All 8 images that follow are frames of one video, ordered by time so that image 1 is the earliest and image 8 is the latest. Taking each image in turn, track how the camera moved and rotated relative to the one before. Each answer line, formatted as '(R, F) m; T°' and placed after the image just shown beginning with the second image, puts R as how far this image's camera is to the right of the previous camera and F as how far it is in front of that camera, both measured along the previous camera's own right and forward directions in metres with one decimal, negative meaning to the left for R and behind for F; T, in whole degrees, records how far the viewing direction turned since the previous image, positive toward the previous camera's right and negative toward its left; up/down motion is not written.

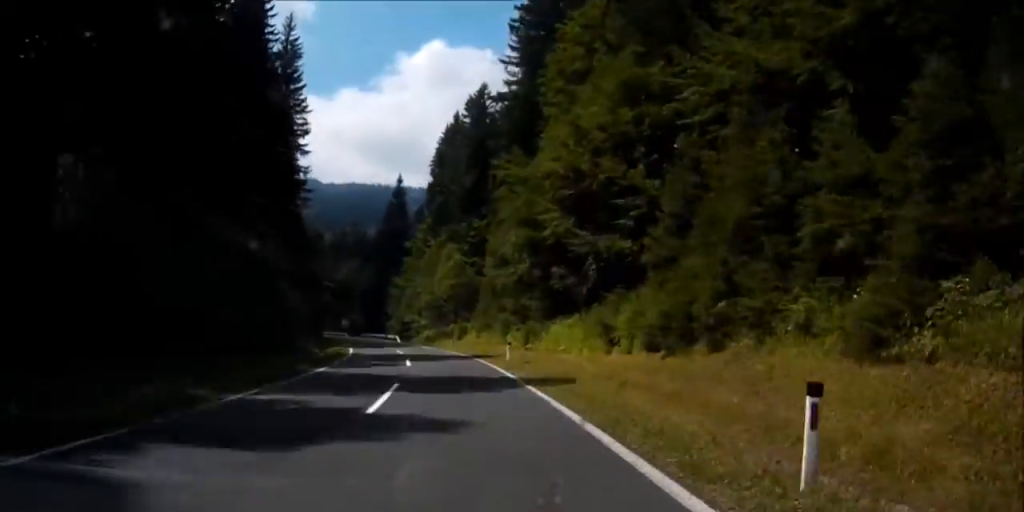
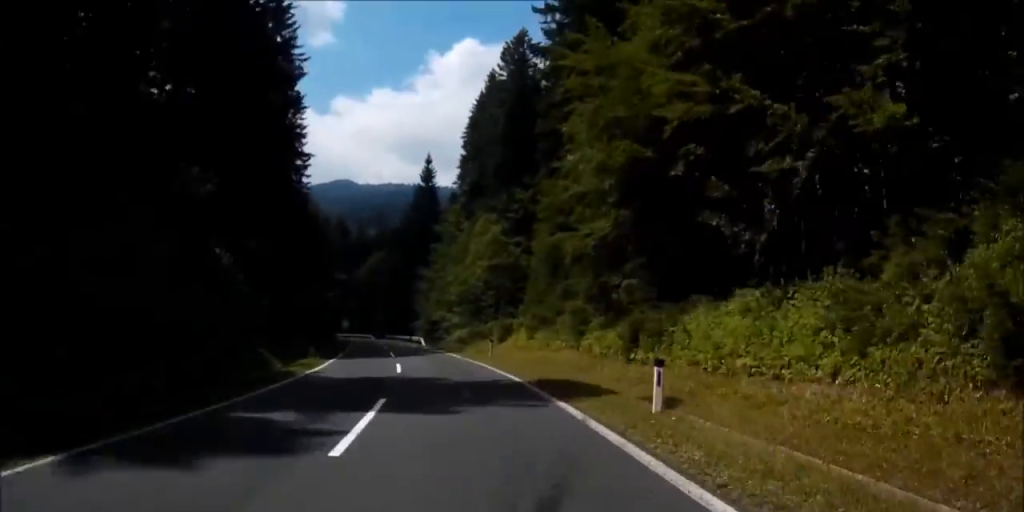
(+3.5, +17.6) m; +1°
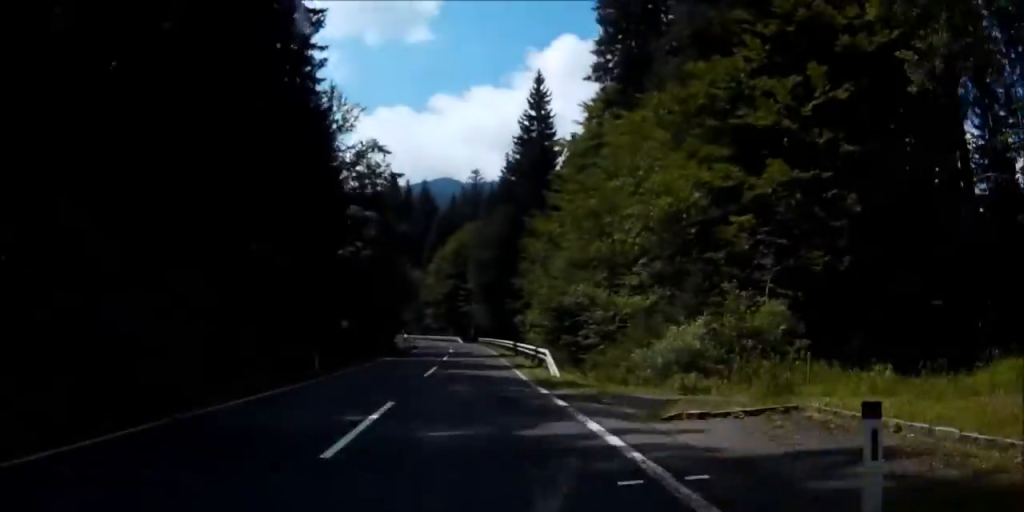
(-5.2, +42.7) m; -10°
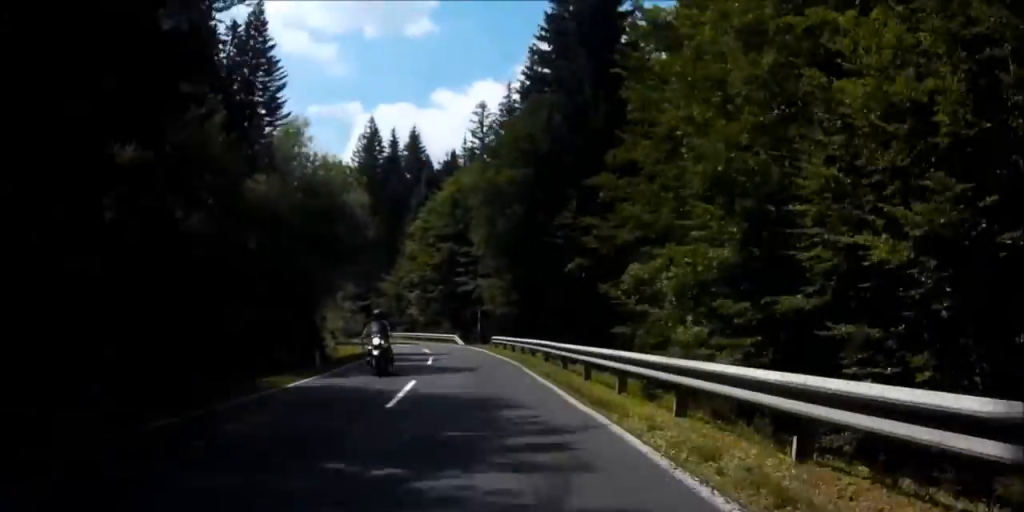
(-0.6, +38.8) m; -3°
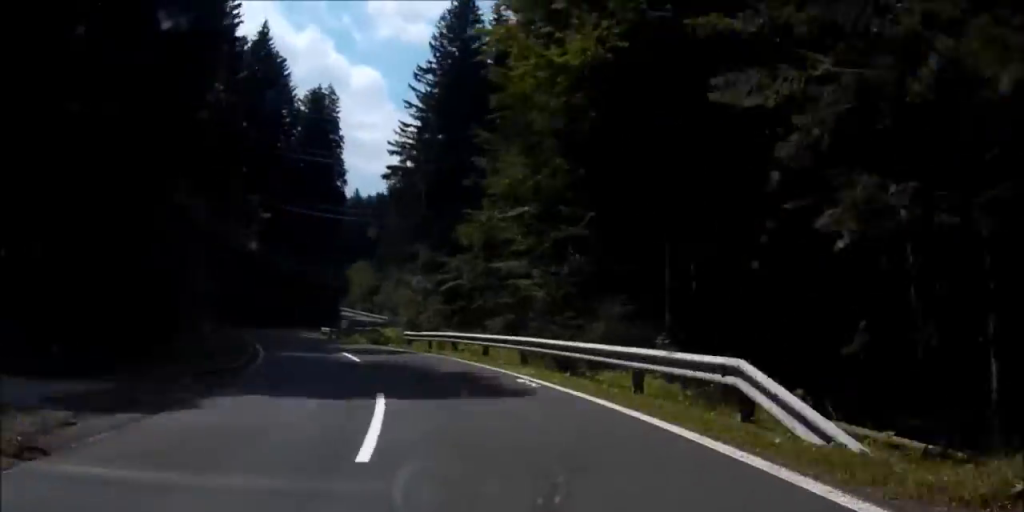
(-3.9, +49.3) m; -14°
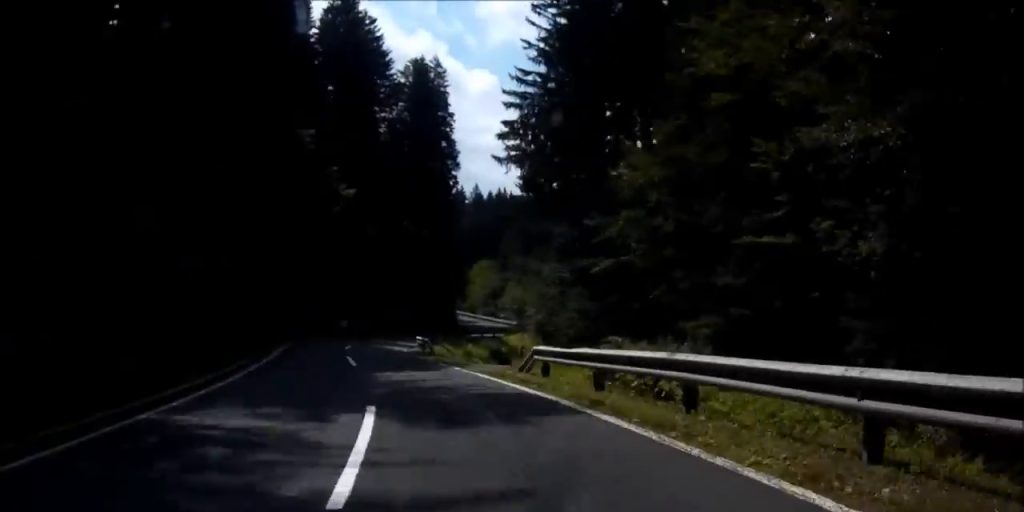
(-1.4, +17.2) m; -3°
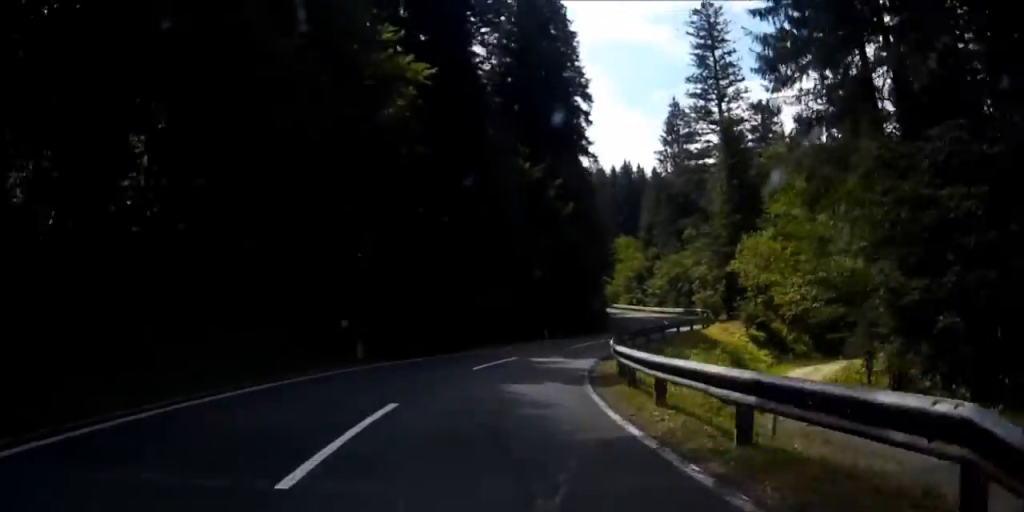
(-1.6, +31.2) m; +2°
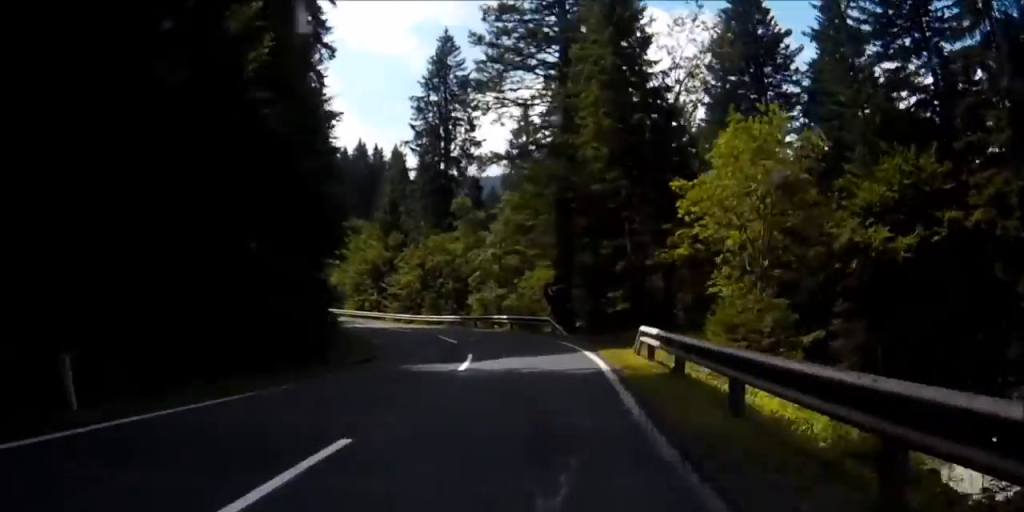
(+3.1, +33.6) m; +4°
